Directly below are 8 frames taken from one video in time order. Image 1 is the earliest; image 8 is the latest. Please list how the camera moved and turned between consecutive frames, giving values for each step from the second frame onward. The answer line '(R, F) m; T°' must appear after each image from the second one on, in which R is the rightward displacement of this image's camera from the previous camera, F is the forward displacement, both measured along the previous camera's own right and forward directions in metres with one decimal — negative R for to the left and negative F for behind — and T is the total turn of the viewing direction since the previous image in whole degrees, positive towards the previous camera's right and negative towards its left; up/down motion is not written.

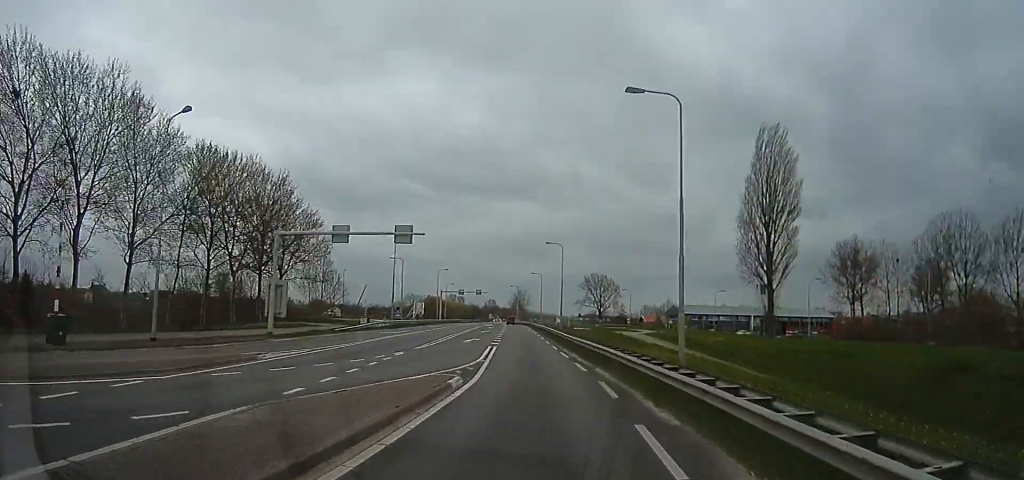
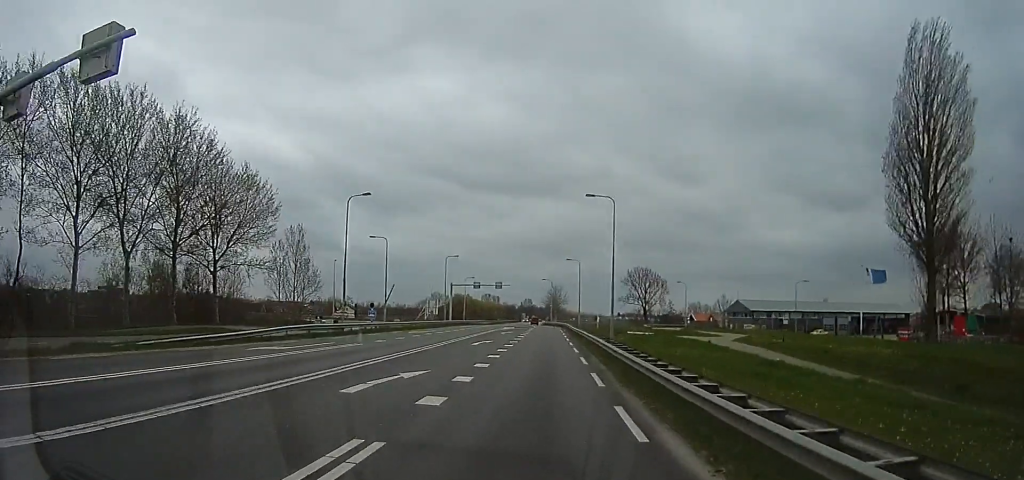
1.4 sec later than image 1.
(-0.8, +21.9) m; -4°
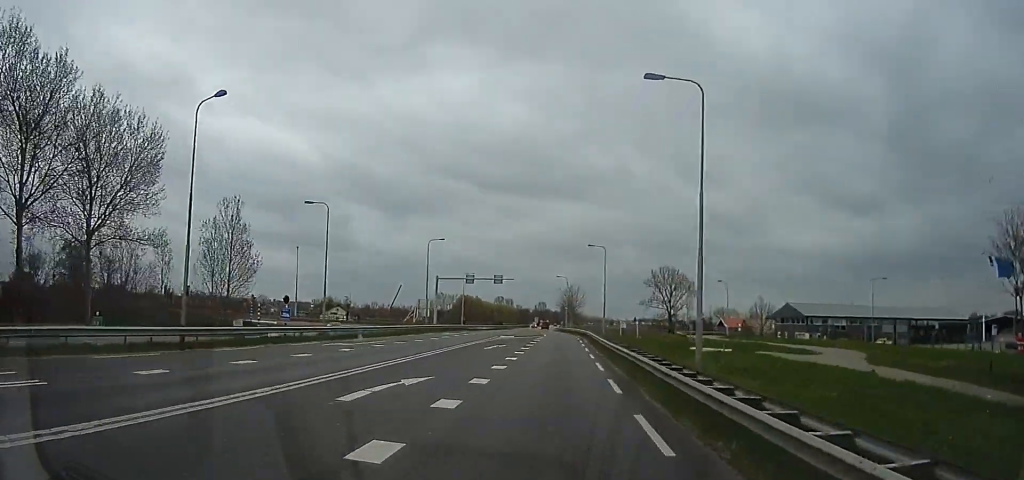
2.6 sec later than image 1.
(-0.1, +18.5) m; 0°
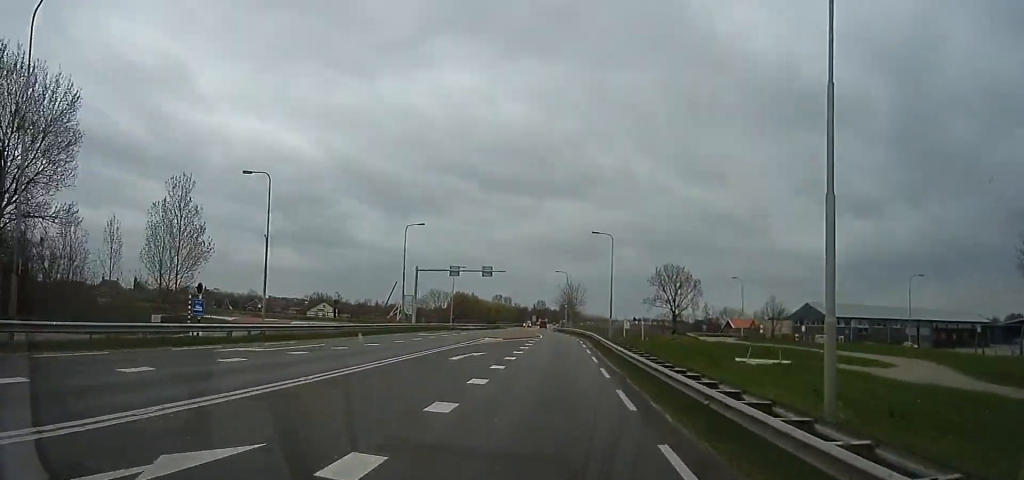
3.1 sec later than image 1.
(0.0, +8.3) m; +2°
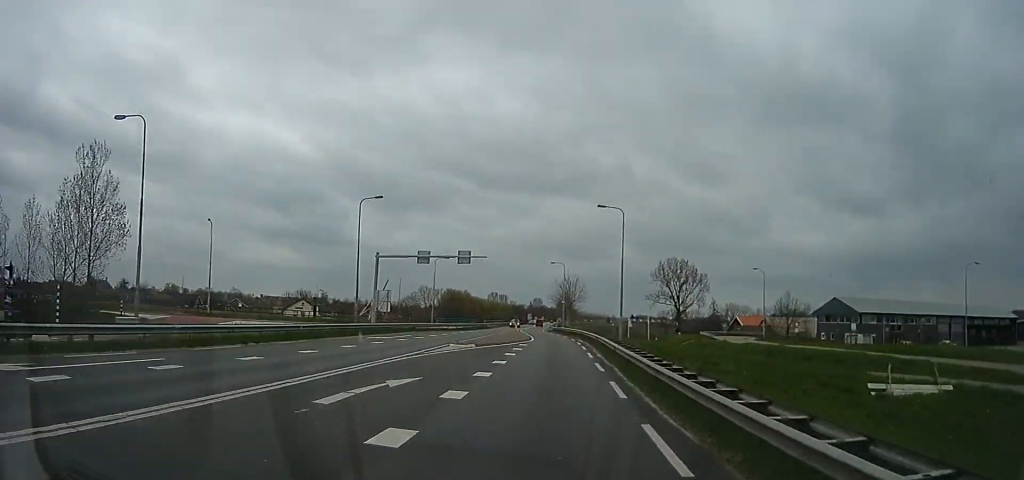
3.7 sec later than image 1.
(+0.1, +10.5) m; +2°
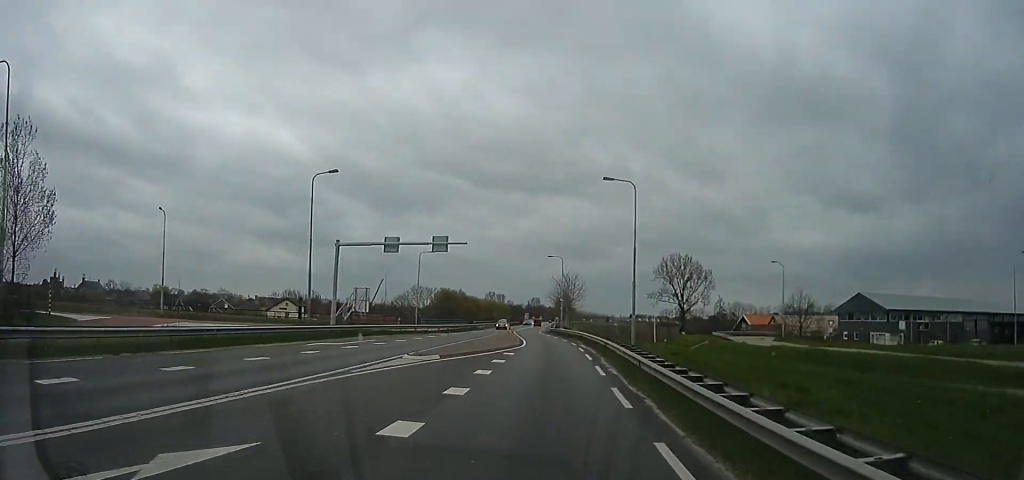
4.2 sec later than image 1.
(+0.5, +7.2) m; 0°
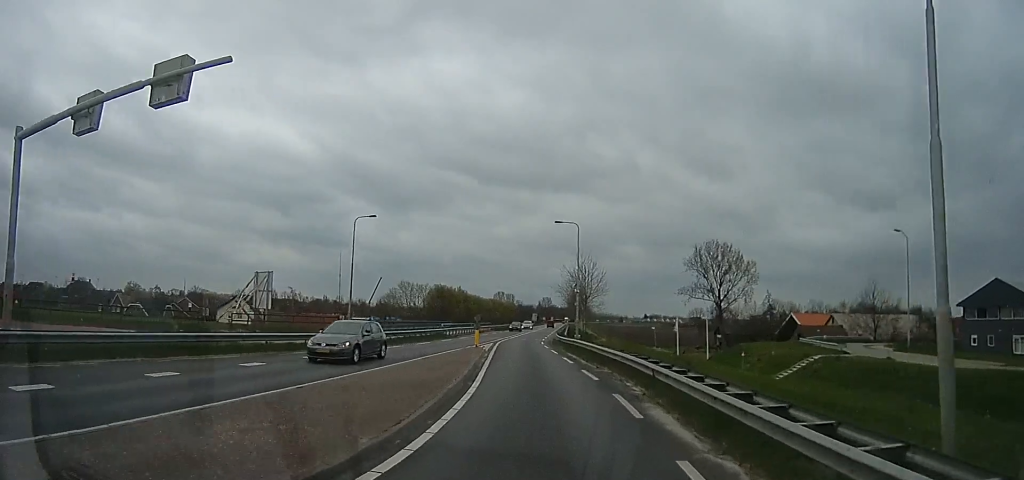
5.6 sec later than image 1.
(-1.1, +24.3) m; -9°
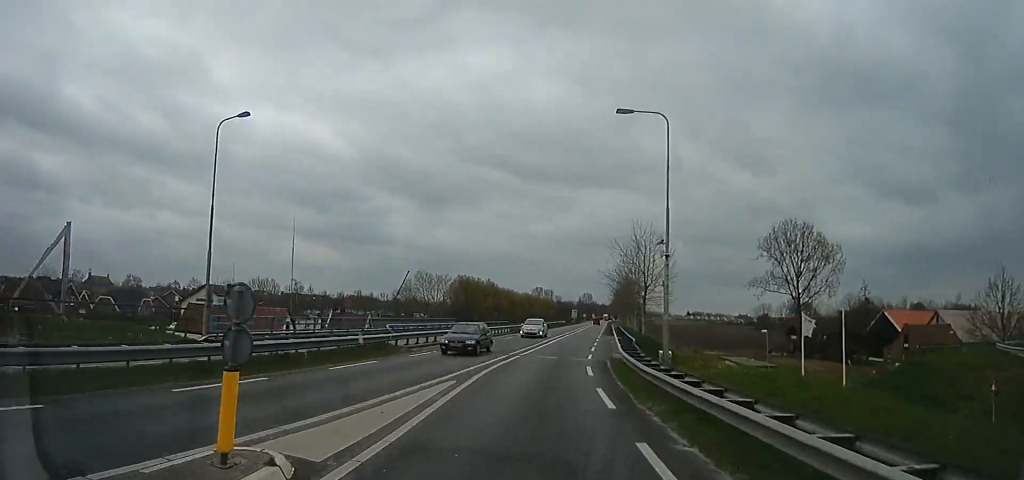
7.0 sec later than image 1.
(-0.7, +22.9) m; +2°
